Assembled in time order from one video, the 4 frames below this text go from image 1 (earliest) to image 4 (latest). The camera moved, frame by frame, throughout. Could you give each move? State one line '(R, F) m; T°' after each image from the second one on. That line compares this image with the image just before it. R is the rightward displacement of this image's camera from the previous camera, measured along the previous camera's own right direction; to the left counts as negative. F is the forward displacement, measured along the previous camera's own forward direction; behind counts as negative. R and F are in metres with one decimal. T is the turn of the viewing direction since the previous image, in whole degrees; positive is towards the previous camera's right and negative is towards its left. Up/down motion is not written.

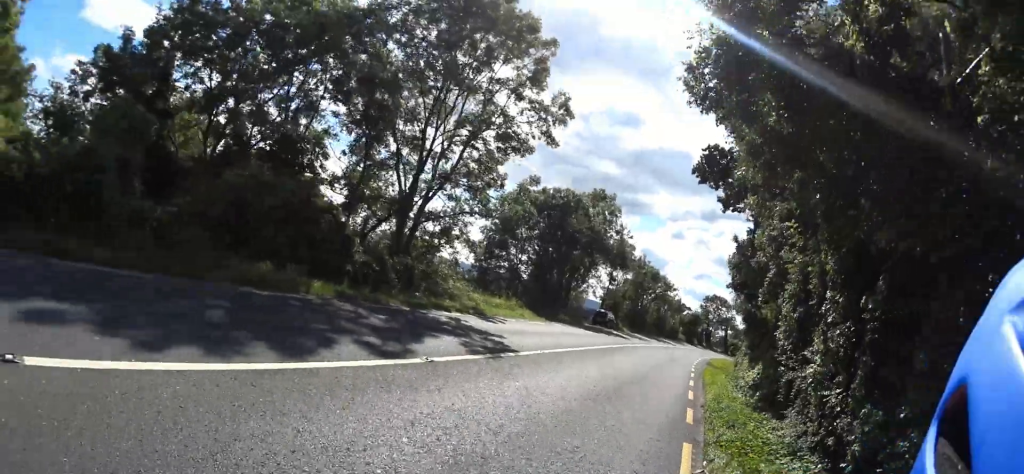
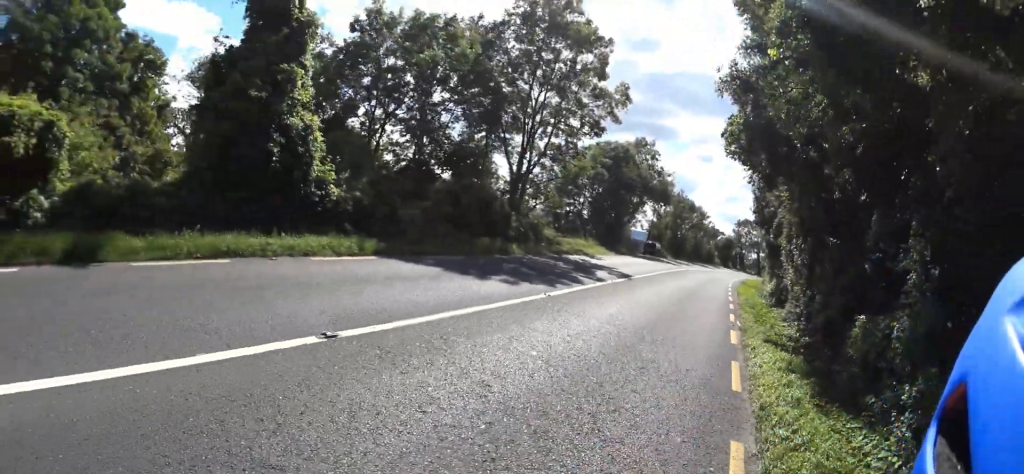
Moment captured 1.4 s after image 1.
(+0.7, +8.8) m; 0°
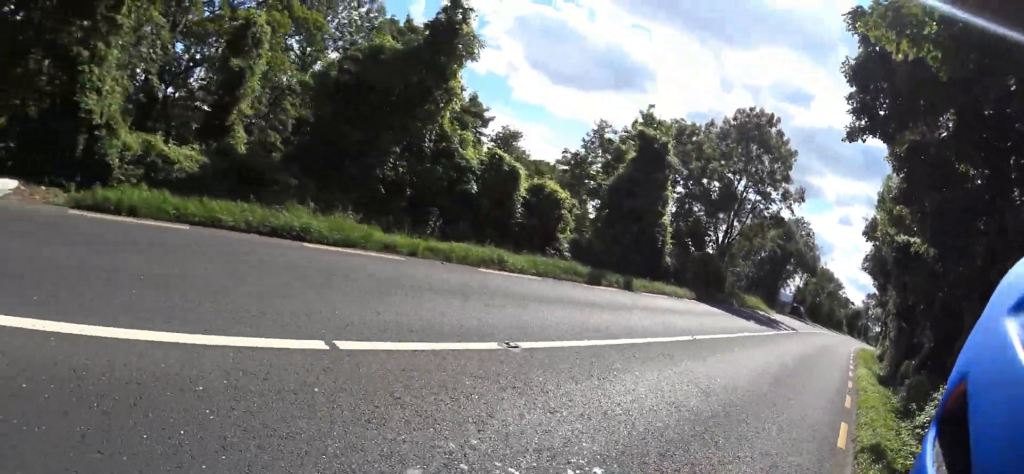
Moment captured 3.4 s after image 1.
(+0.3, +12.6) m; +1°
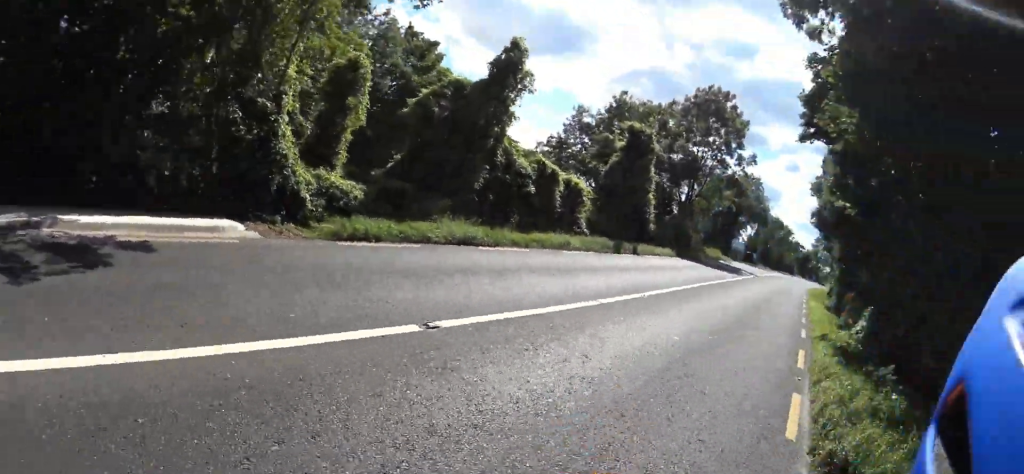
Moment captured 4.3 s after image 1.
(-0.8, +5.6) m; +1°
